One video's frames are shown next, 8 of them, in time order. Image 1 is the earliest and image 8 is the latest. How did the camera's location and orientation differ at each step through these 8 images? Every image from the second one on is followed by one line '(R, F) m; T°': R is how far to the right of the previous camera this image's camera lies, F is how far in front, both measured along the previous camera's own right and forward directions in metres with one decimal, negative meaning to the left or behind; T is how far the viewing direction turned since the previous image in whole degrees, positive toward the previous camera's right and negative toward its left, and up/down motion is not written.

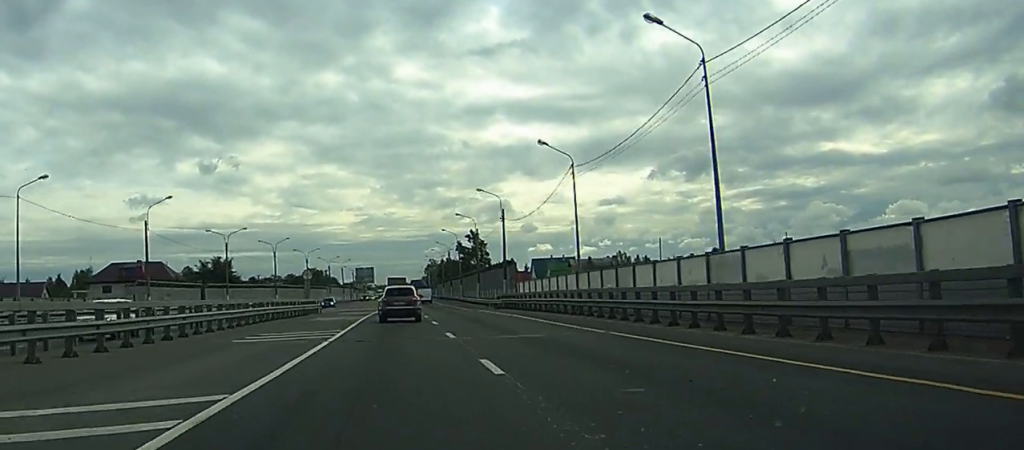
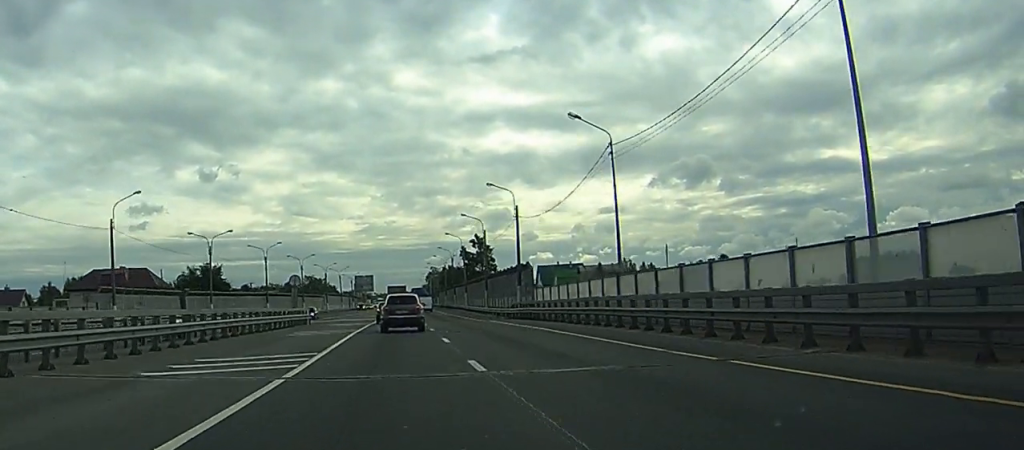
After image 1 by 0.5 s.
(0.0, +9.3) m; 0°
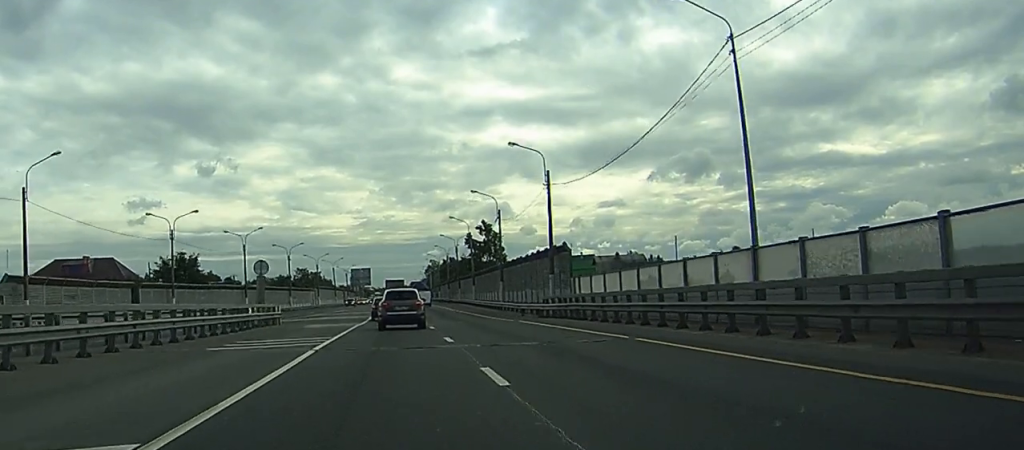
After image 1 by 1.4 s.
(0.0, +15.9) m; 0°
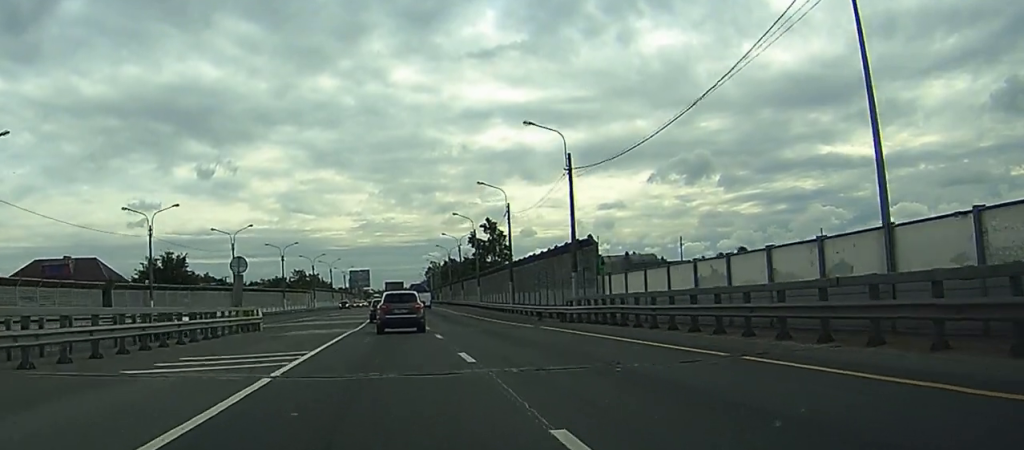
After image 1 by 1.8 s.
(0.0, +7.2) m; 0°
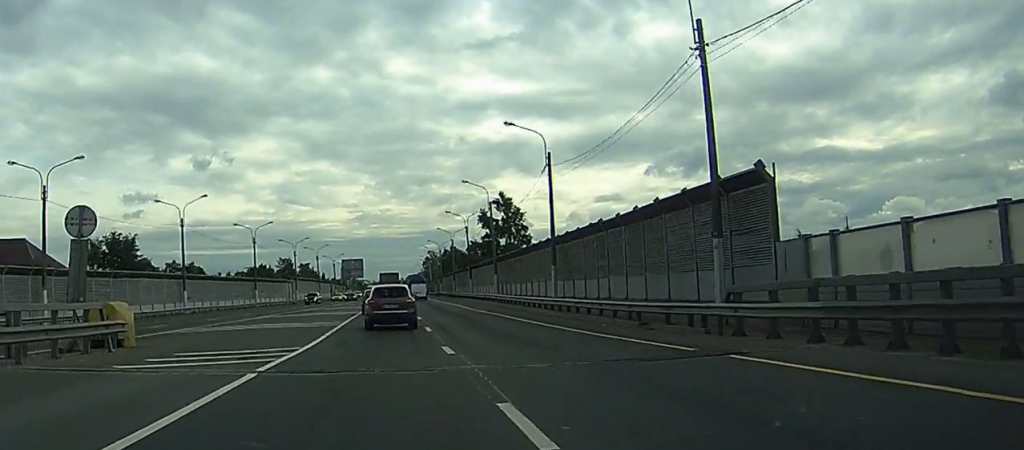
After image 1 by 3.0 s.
(-0.1, +22.4) m; 0°
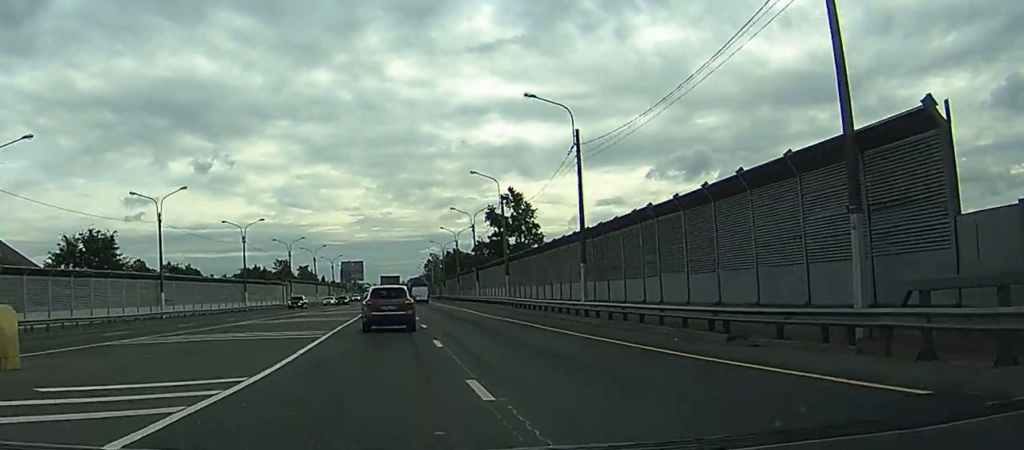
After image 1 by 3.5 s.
(0.0, +8.1) m; 0°
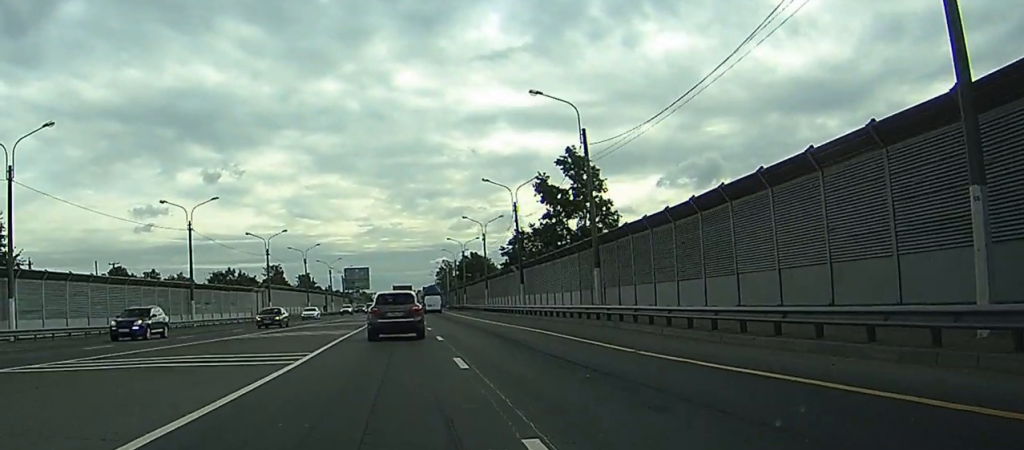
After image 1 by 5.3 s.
(-0.1, +29.9) m; 0°
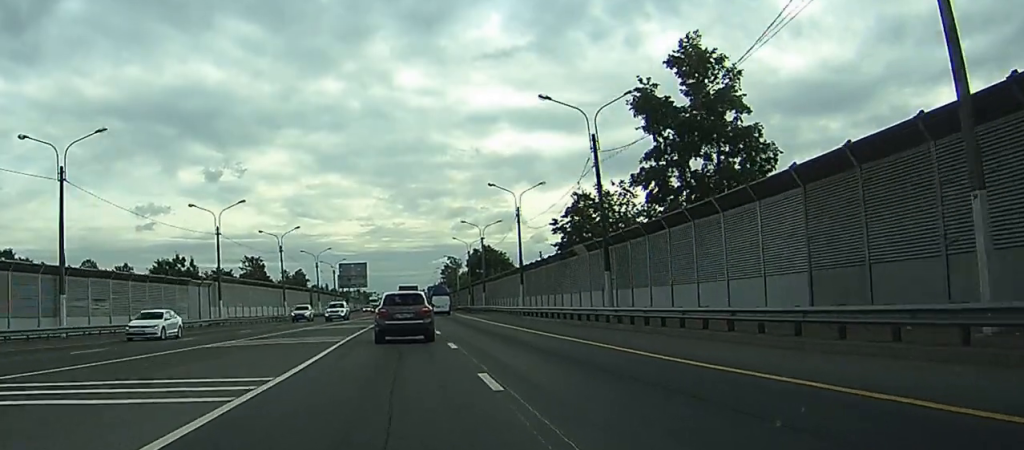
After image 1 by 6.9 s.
(-0.1, +27.7) m; 0°
